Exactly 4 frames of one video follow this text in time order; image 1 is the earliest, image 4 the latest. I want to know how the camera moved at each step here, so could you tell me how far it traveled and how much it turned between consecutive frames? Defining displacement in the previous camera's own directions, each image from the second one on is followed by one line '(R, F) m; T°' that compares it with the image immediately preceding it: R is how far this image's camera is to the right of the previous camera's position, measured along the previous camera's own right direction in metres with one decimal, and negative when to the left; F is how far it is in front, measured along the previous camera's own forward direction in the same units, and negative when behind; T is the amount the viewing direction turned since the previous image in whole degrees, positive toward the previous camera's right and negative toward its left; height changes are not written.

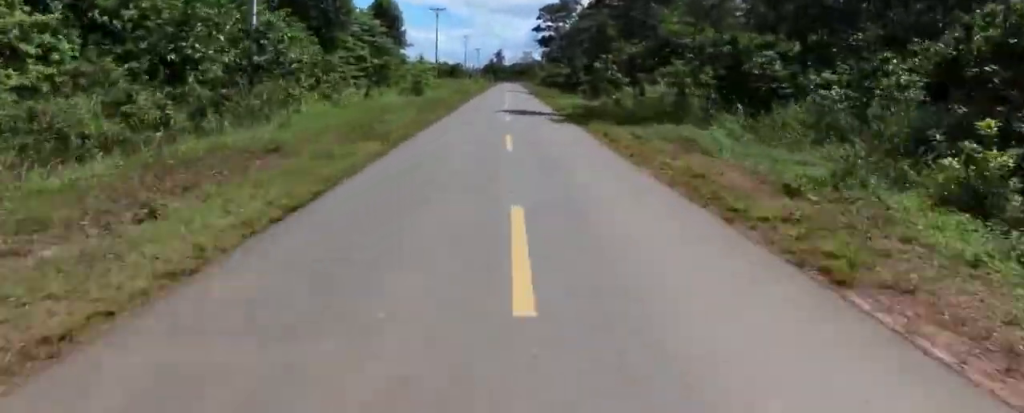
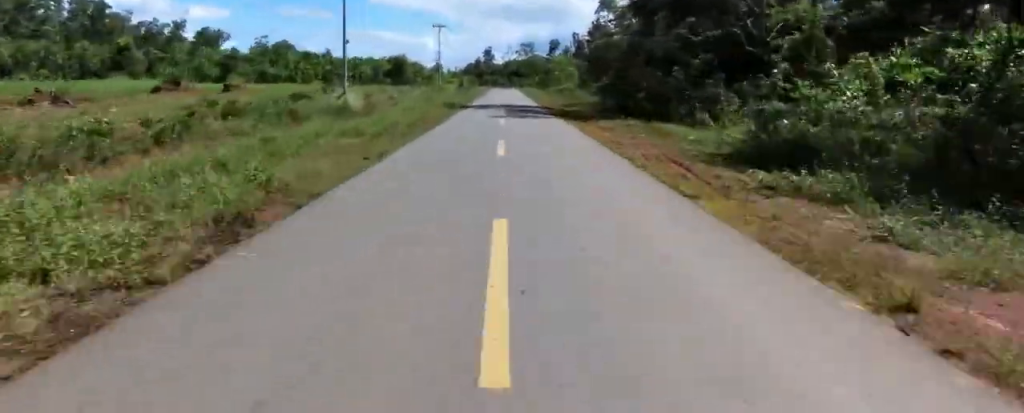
(-0.3, +88.7) m; +3°
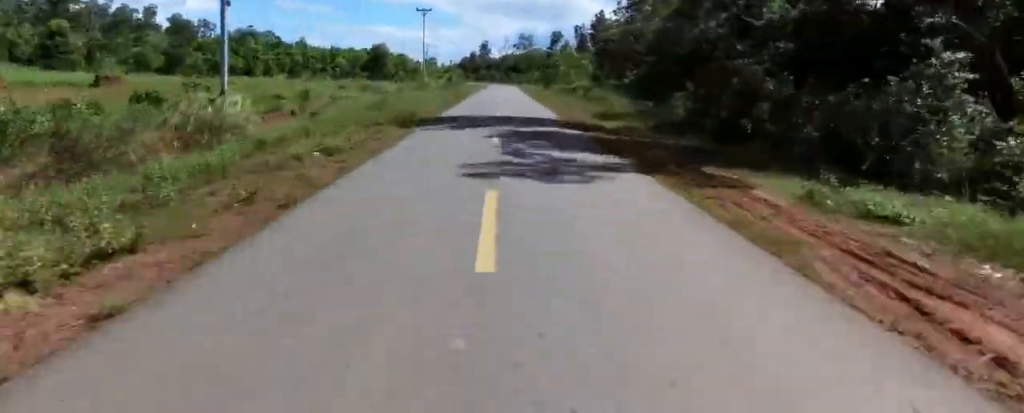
(+0.2, +15.2) m; +1°
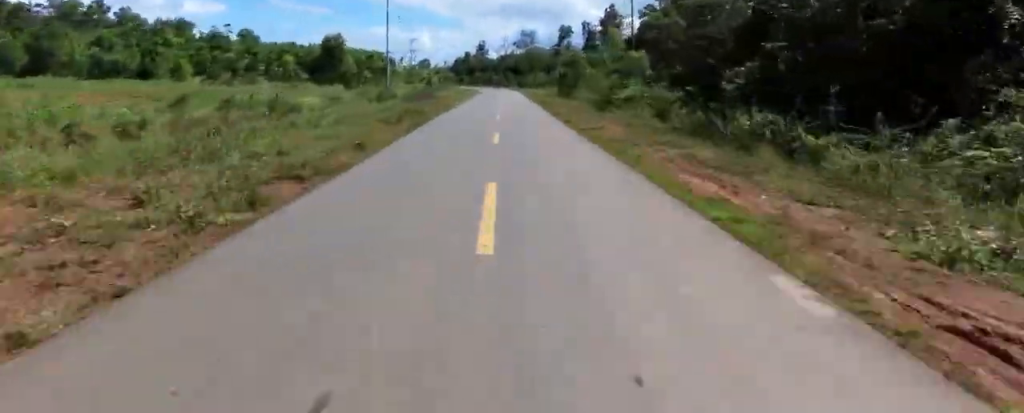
(+0.2, +23.1) m; 0°
